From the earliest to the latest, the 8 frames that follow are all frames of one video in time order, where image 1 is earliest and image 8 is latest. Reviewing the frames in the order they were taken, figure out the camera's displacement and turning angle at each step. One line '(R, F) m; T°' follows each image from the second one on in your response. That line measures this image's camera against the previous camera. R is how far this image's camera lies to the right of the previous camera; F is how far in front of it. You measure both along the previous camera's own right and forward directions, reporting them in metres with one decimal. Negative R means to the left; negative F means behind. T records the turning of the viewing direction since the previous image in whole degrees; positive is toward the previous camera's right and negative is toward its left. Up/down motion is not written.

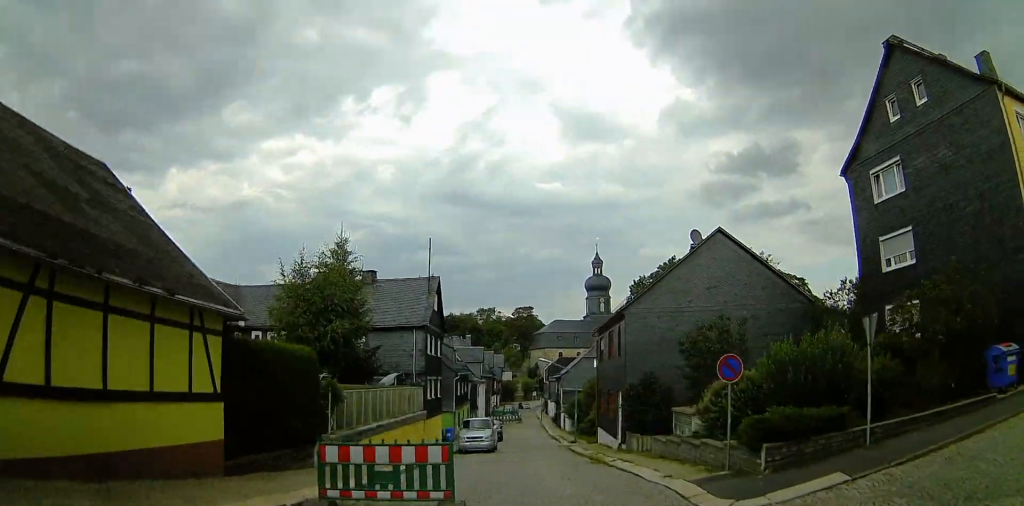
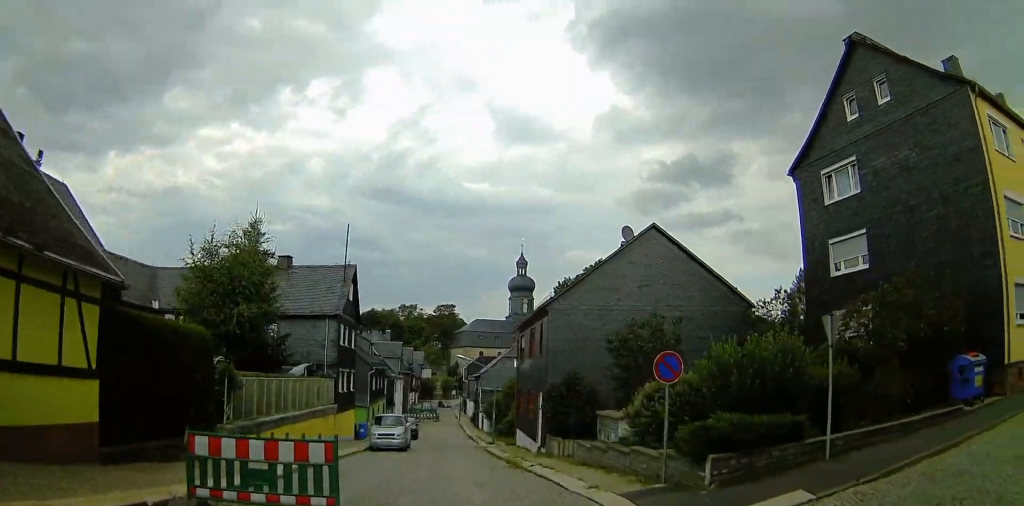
(+0.1, +1.6) m; +7°
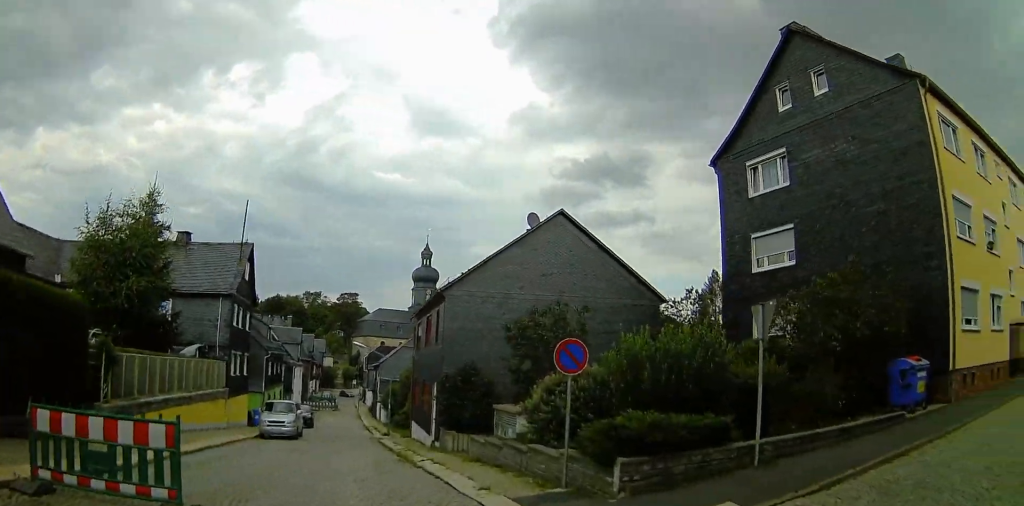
(-0.1, +1.4) m; +6°
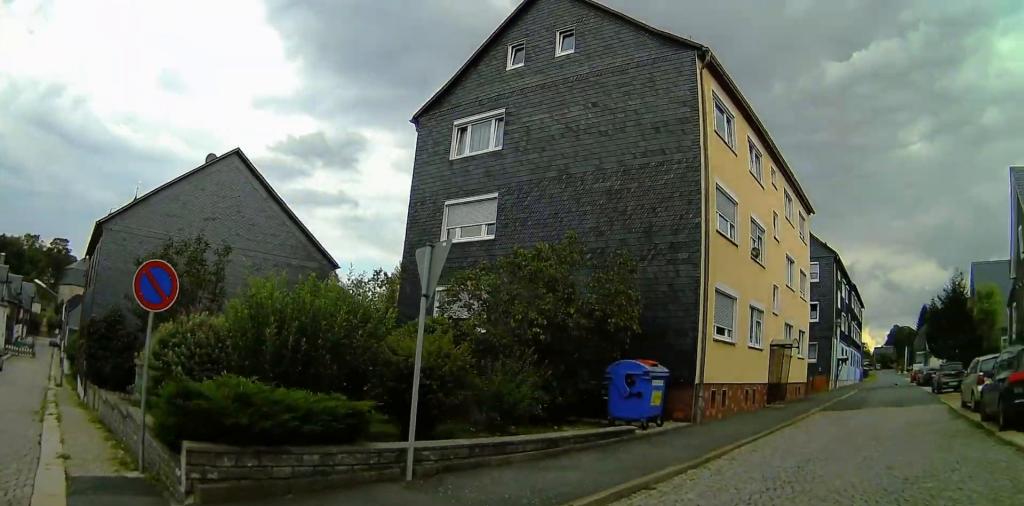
(+0.7, +3.4) m; +17°
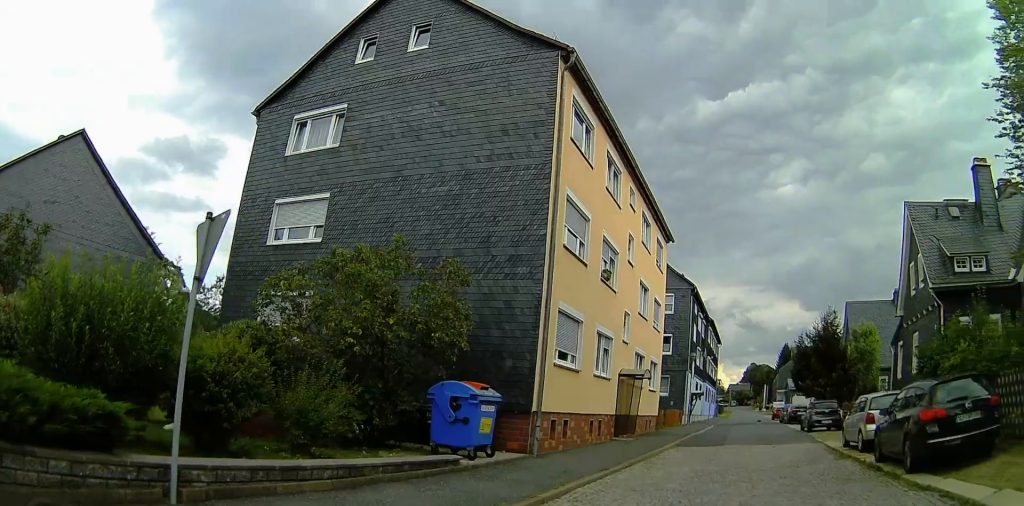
(+0.1, +1.7) m; +7°
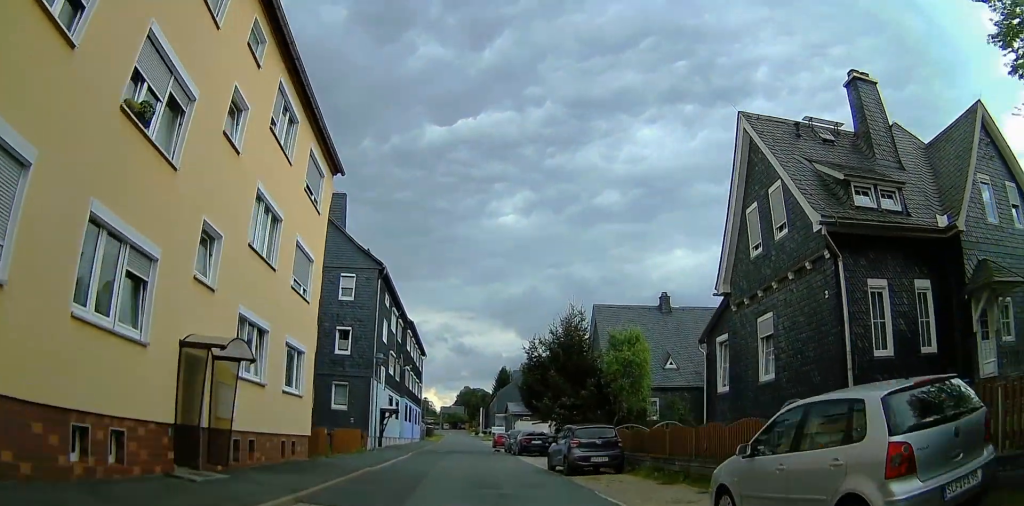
(+1.1, +12.1) m; +6°
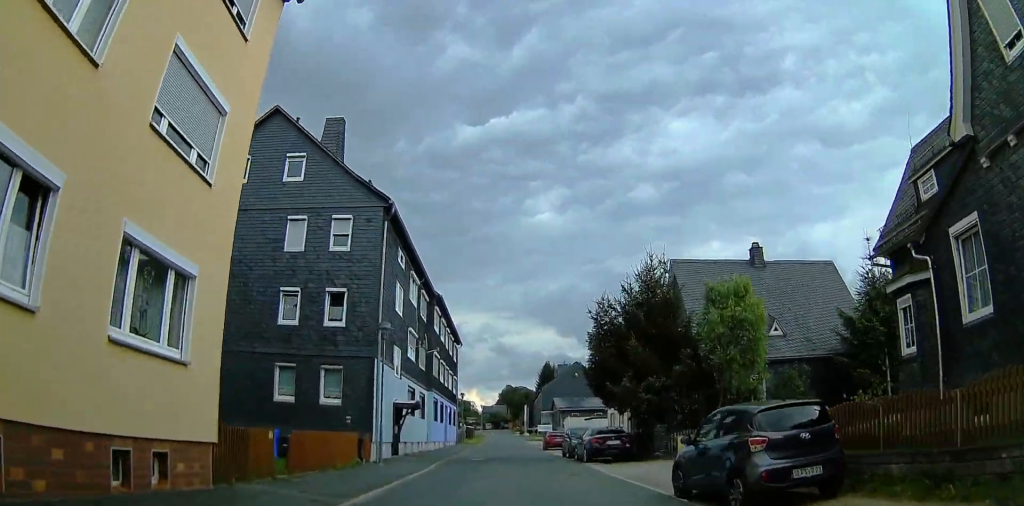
(+1.1, +9.9) m; +8°
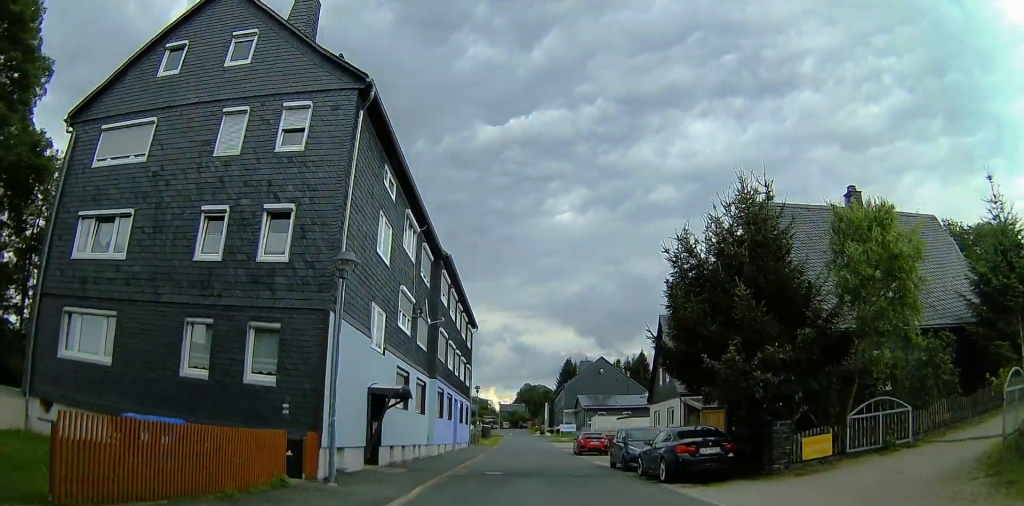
(-0.6, +9.2) m; -5°
